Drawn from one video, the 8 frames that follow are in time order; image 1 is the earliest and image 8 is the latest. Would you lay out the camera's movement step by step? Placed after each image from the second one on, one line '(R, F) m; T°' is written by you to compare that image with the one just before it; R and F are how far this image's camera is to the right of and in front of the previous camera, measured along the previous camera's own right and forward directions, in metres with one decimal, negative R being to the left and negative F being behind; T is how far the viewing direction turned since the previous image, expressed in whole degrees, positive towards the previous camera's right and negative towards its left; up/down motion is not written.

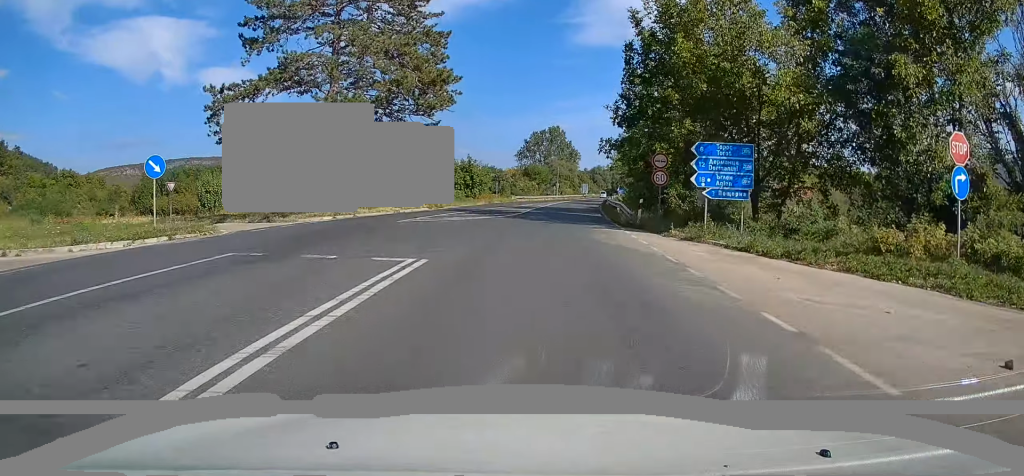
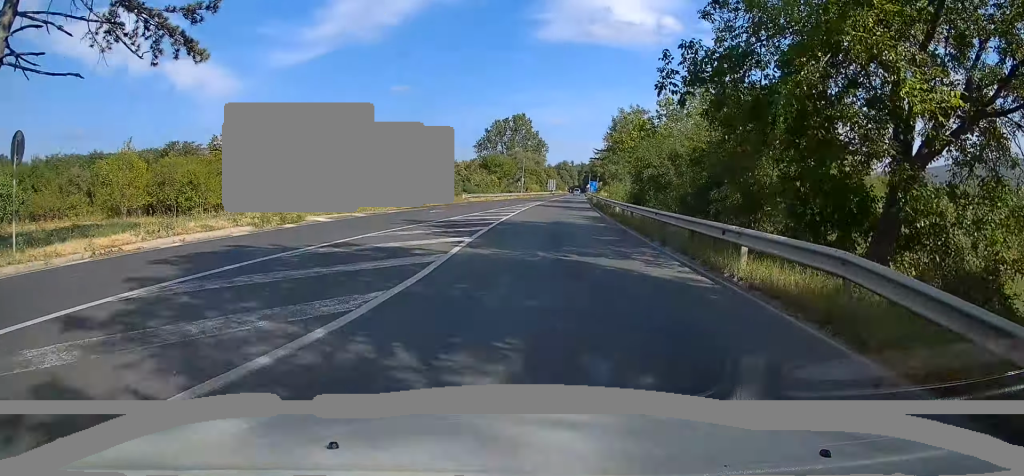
(+0.6, +24.6) m; +3°
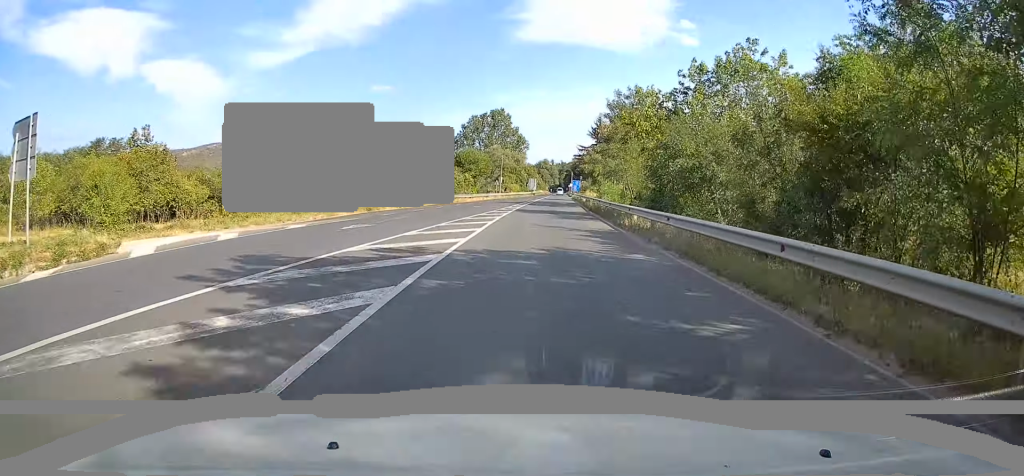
(+0.2, +11.3) m; +1°
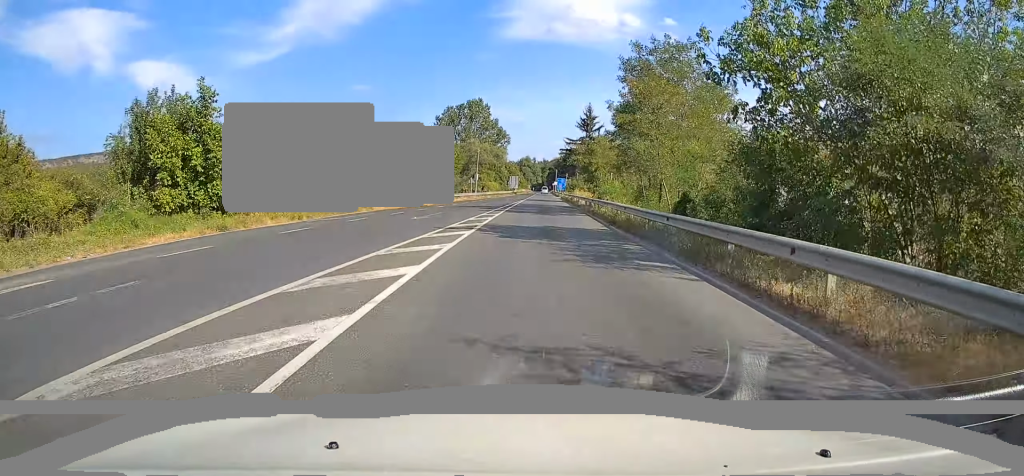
(+0.3, +16.7) m; +2°
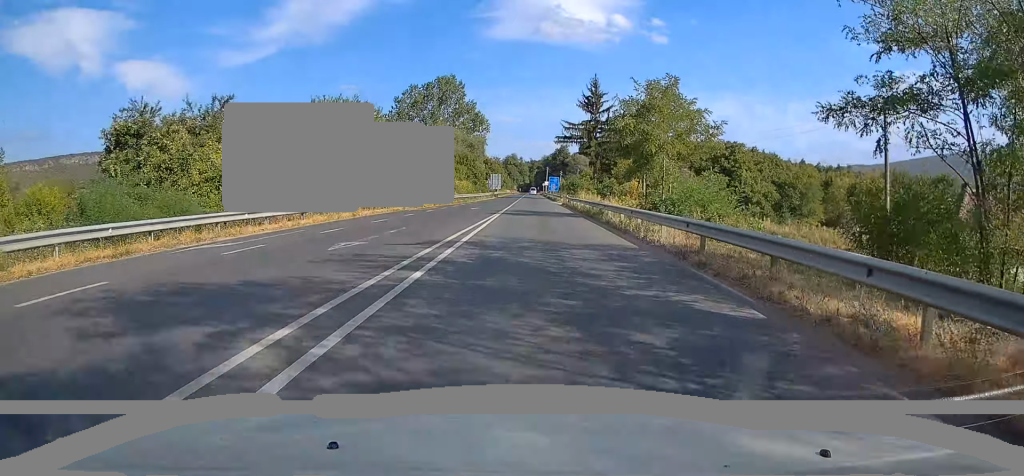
(+0.9, +34.1) m; +2°
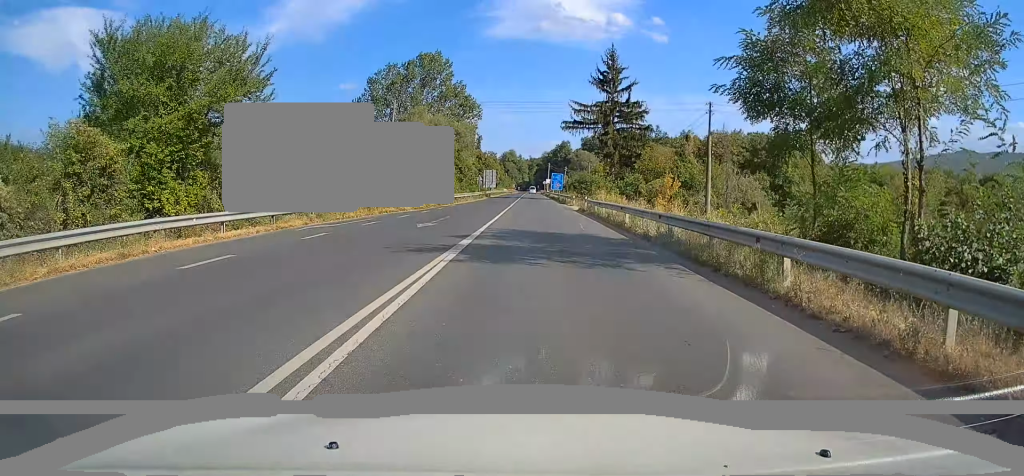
(0.0, +20.1) m; 0°
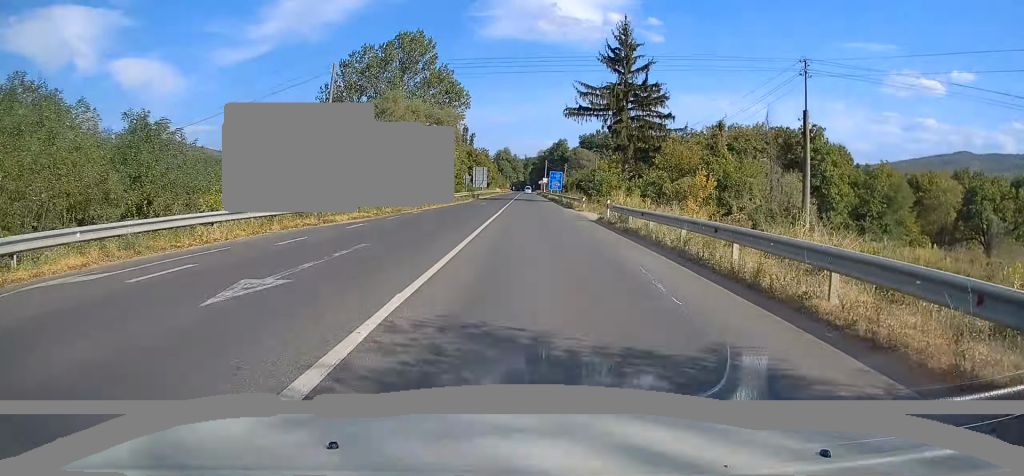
(0.0, +13.5) m; 0°
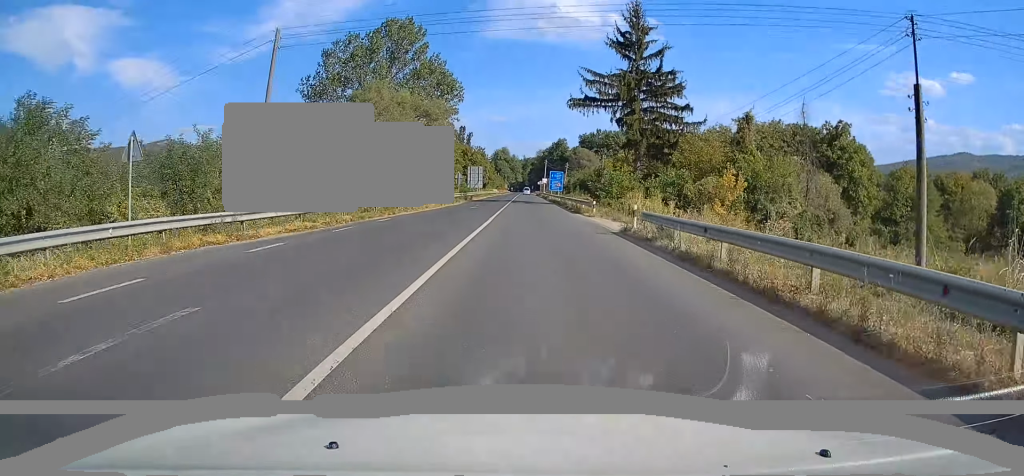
(0.0, +7.4) m; +1°
